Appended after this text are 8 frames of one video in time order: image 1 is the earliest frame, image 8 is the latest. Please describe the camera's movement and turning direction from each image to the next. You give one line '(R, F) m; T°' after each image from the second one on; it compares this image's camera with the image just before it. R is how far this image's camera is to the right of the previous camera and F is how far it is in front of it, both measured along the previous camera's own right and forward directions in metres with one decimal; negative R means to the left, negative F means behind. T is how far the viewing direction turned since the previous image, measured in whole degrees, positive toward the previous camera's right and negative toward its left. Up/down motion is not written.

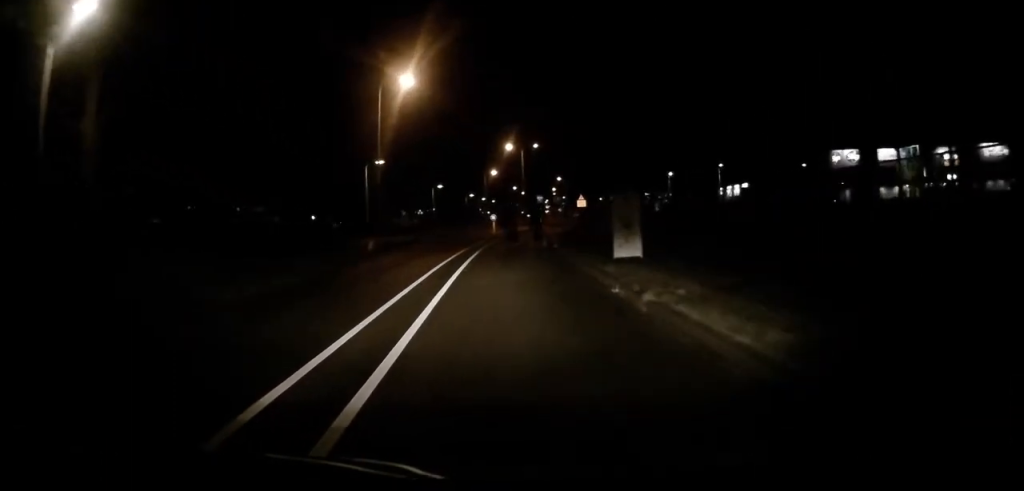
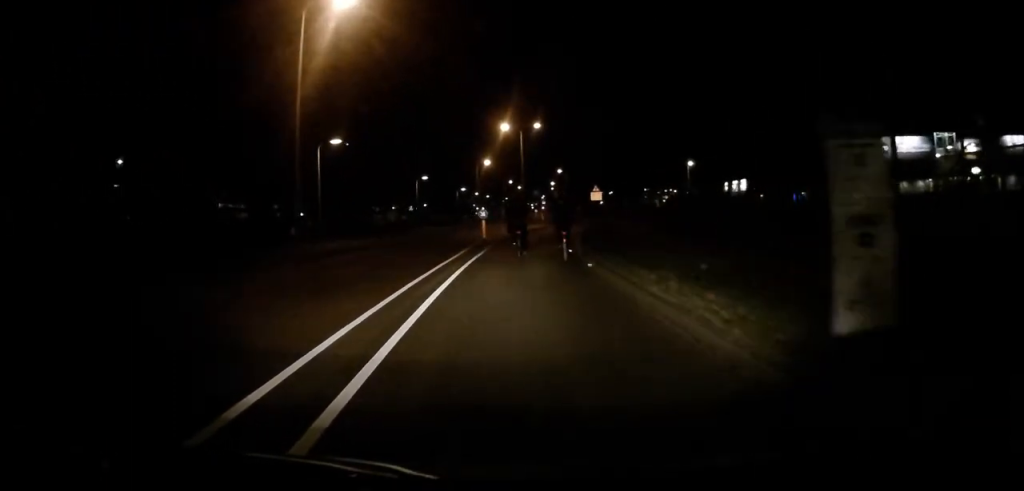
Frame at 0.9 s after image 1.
(-0.1, +13.4) m; 0°
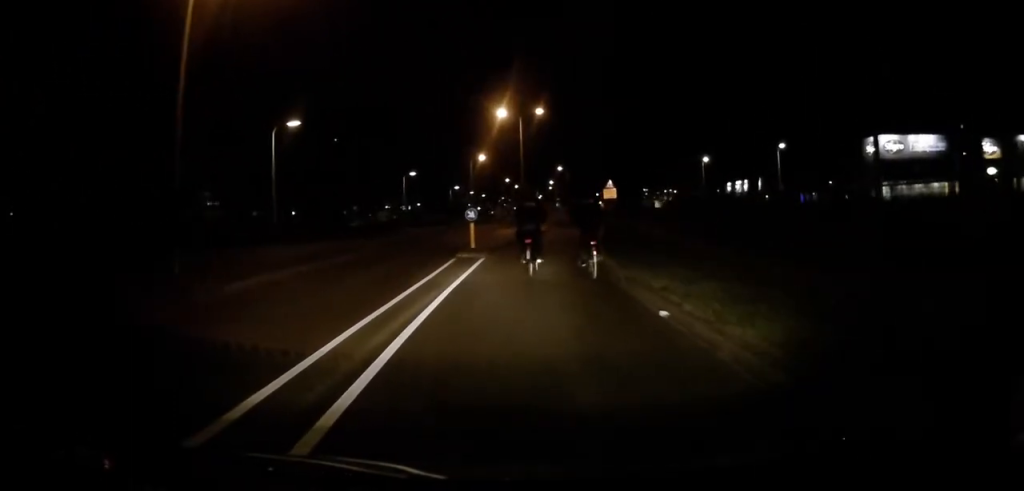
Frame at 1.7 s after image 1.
(0.0, +10.8) m; +1°
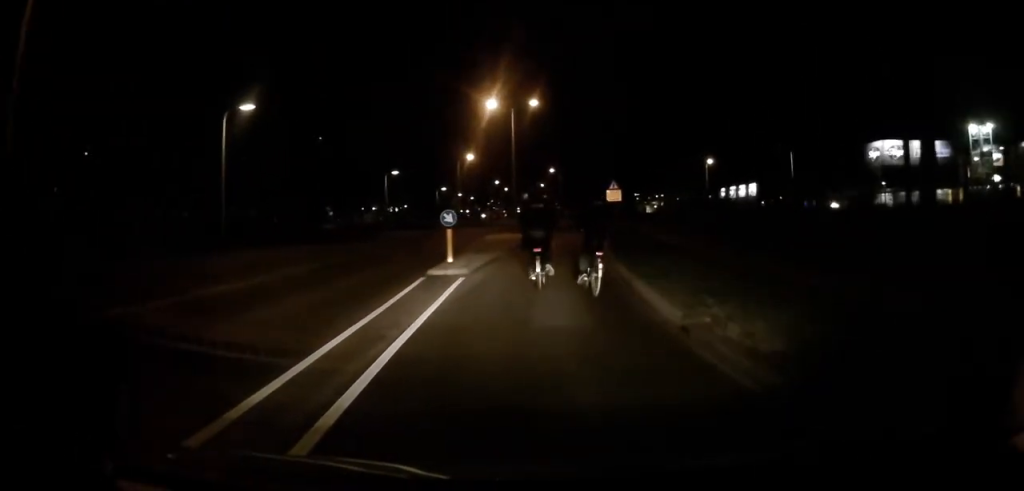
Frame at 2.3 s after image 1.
(+0.1, +8.2) m; +1°
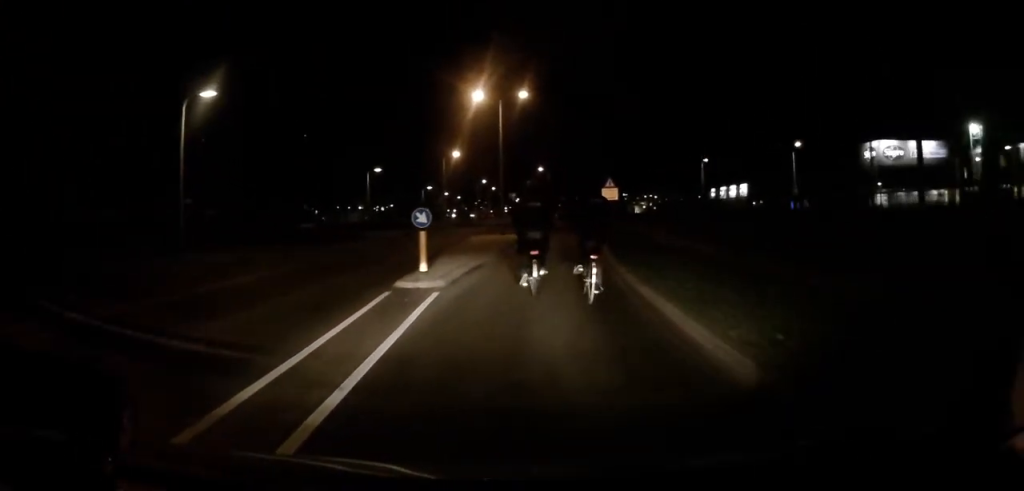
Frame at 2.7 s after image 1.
(0.0, +4.6) m; +1°
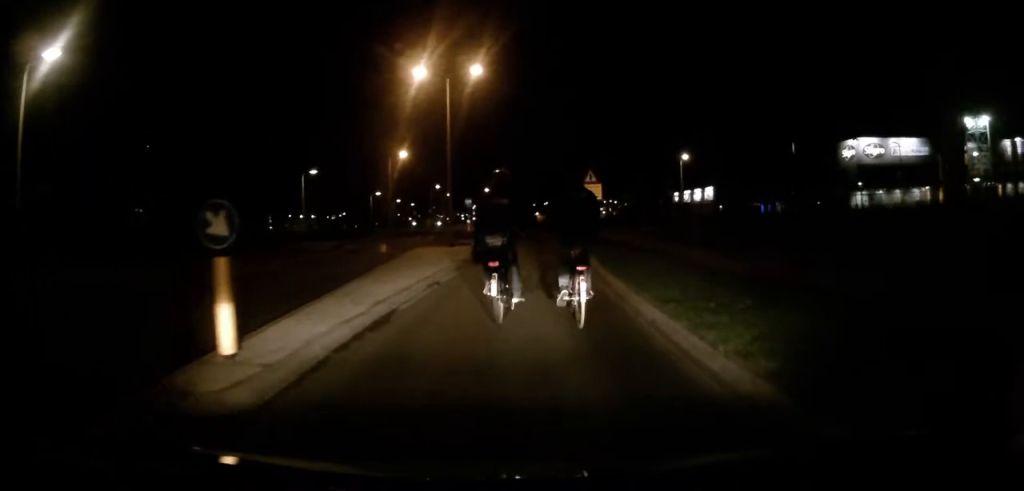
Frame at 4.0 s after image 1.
(+0.4, +11.4) m; +3°
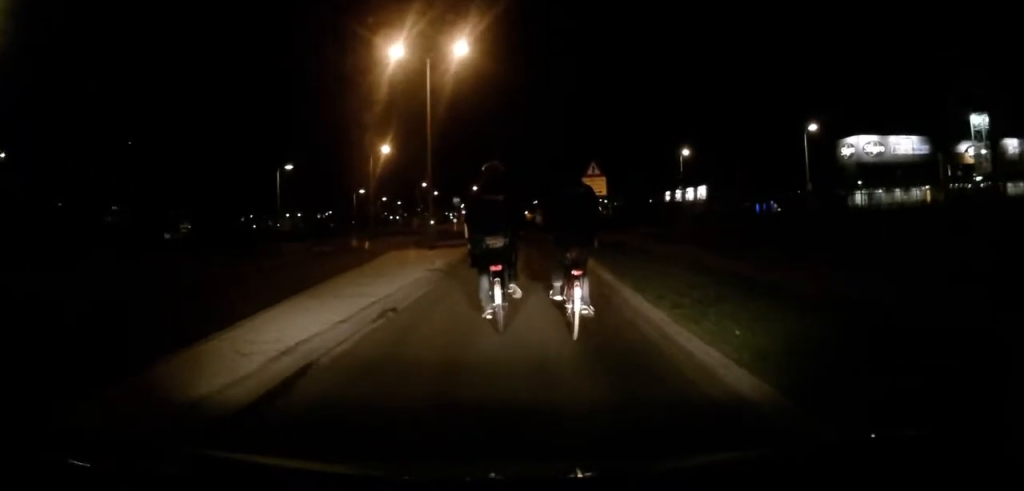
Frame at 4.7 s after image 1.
(+0.1, +4.7) m; +1°
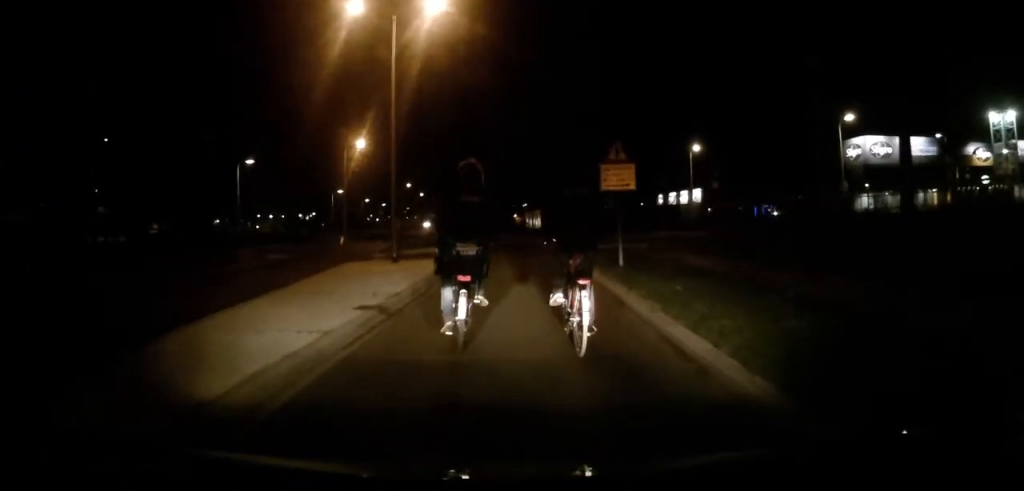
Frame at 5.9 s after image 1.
(0.0, +6.8) m; -2°
